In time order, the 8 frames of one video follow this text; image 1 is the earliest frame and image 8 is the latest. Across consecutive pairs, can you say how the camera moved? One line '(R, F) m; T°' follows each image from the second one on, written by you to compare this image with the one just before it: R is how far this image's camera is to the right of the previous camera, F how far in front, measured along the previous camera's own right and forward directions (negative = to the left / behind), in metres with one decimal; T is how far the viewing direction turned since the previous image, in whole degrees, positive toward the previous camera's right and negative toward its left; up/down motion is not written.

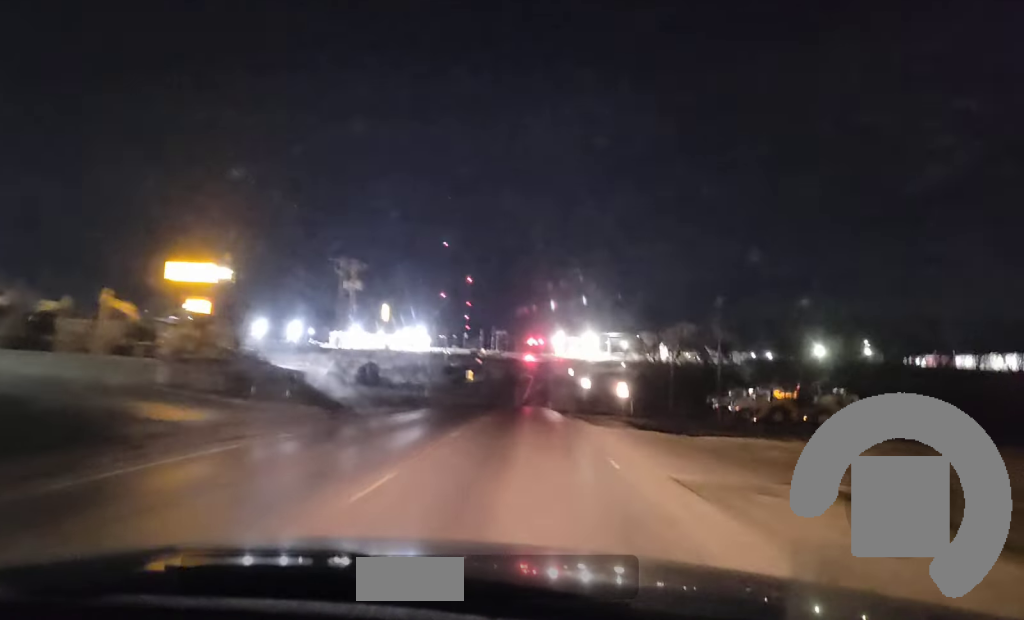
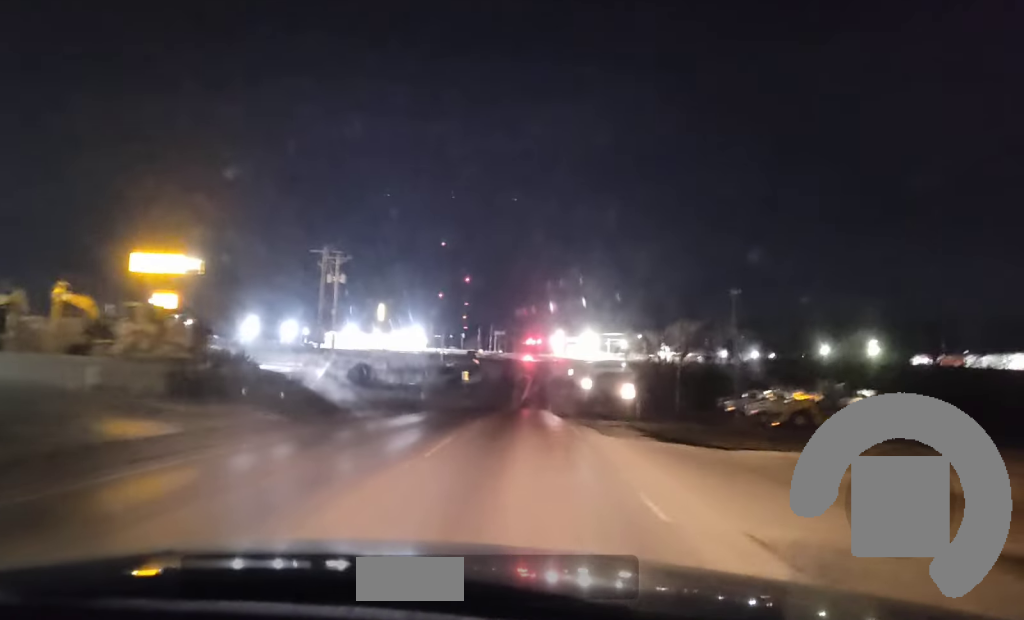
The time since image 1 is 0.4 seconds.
(-0.2, +6.2) m; 0°
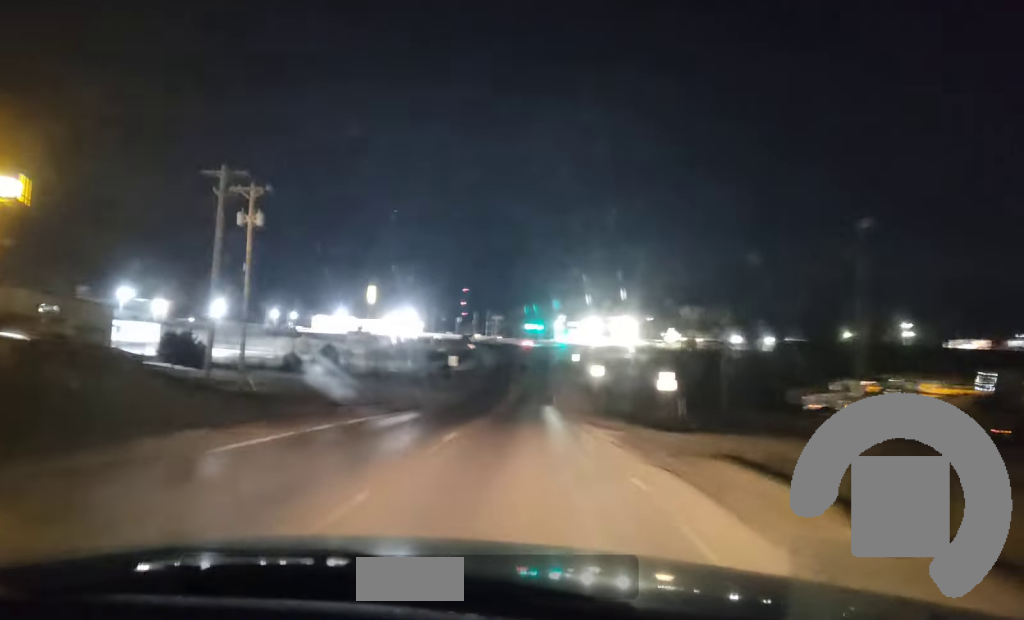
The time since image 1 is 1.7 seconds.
(+0.4, +20.2) m; 0°
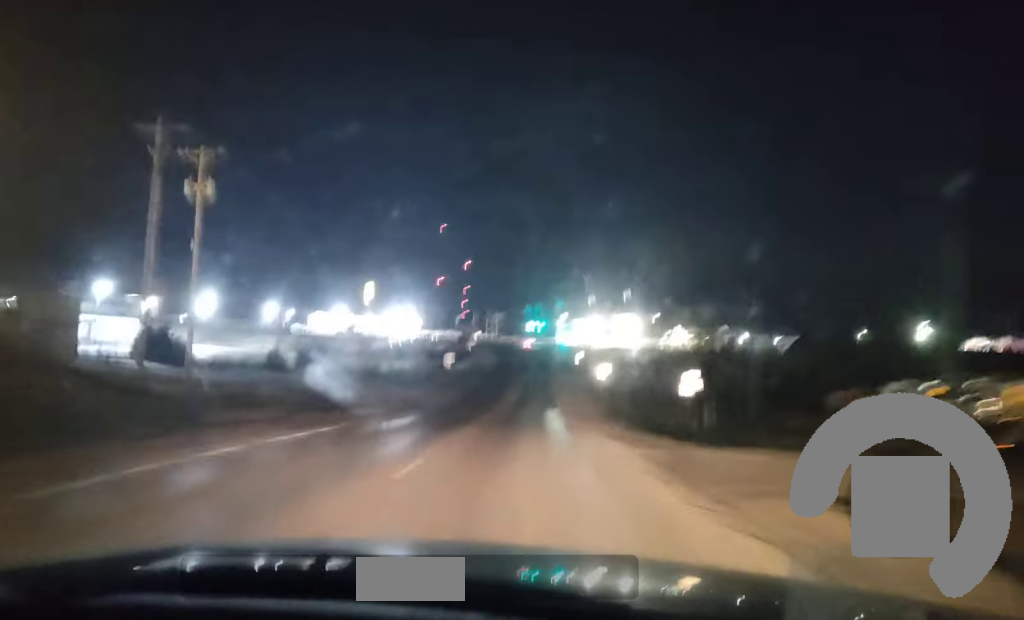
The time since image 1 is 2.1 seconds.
(-0.1, +7.0) m; 0°
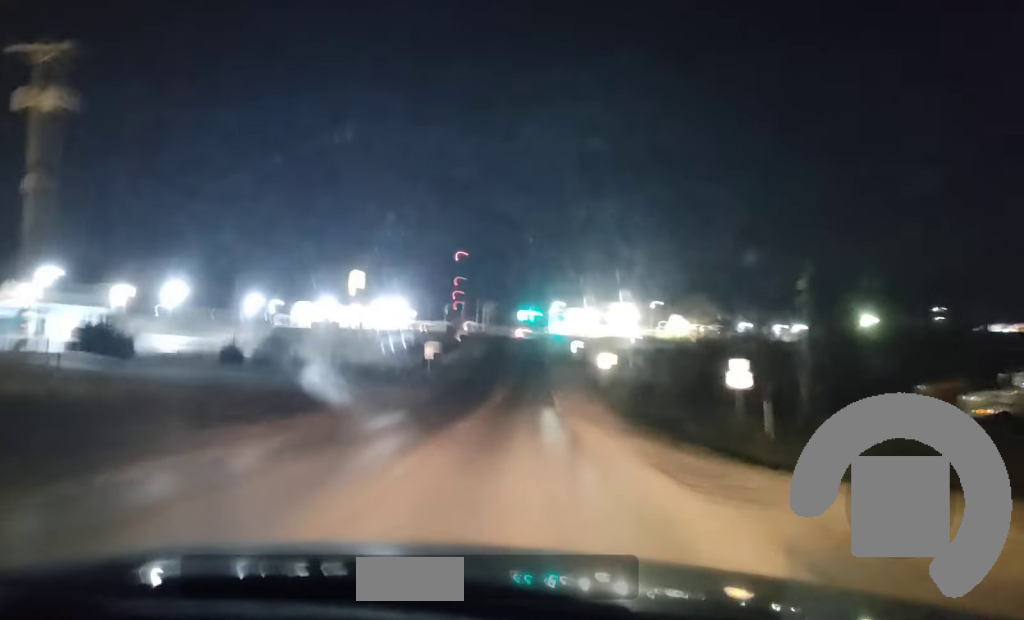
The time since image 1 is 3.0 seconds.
(0.0, +12.6) m; 0°
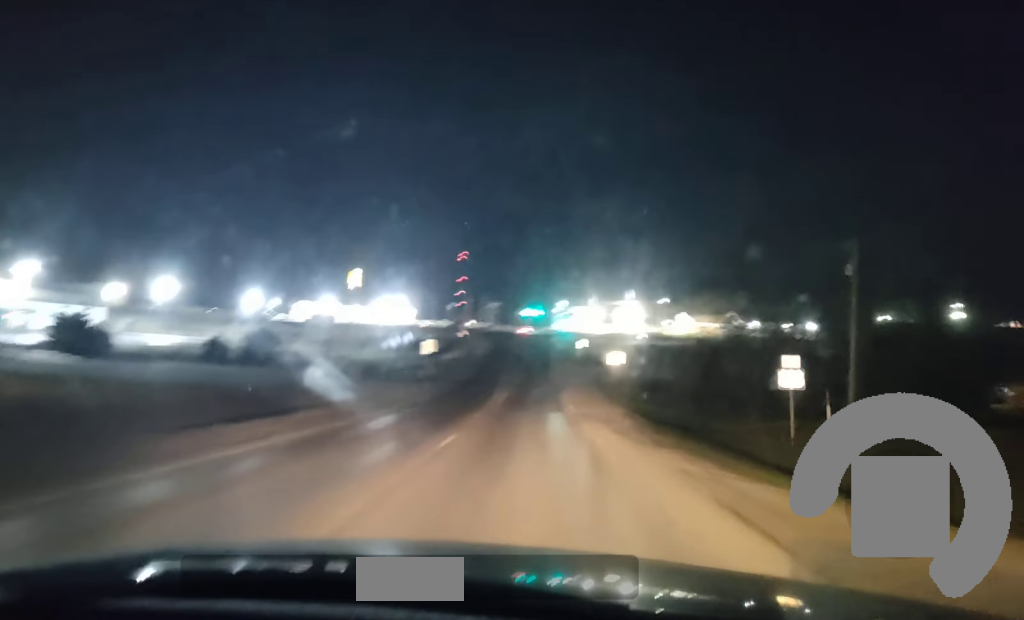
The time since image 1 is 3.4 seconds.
(0.0, +6.3) m; 0°
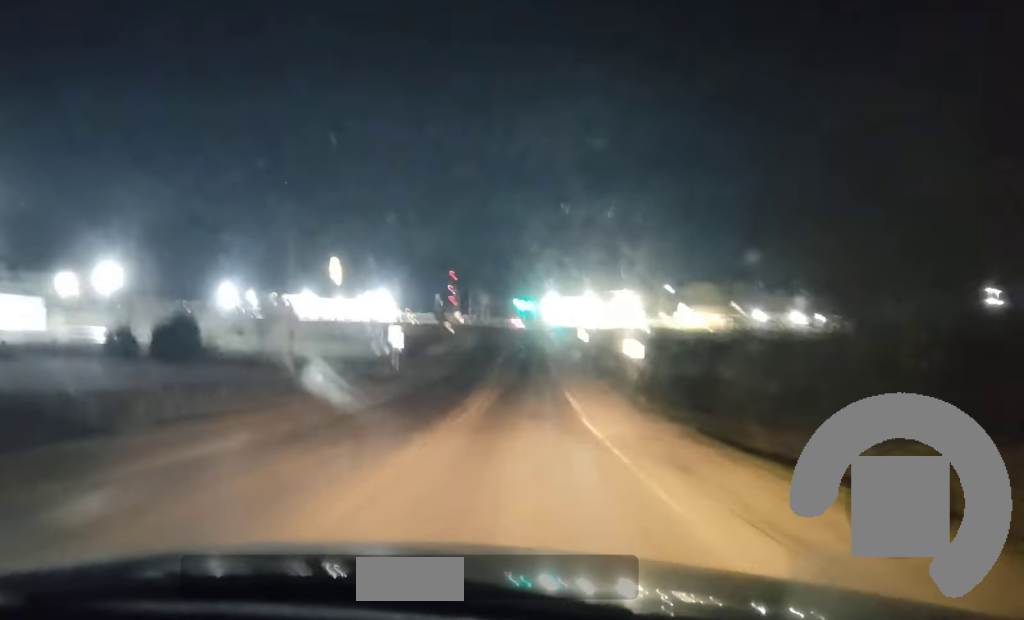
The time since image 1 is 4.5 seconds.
(0.0, +17.5) m; 0°
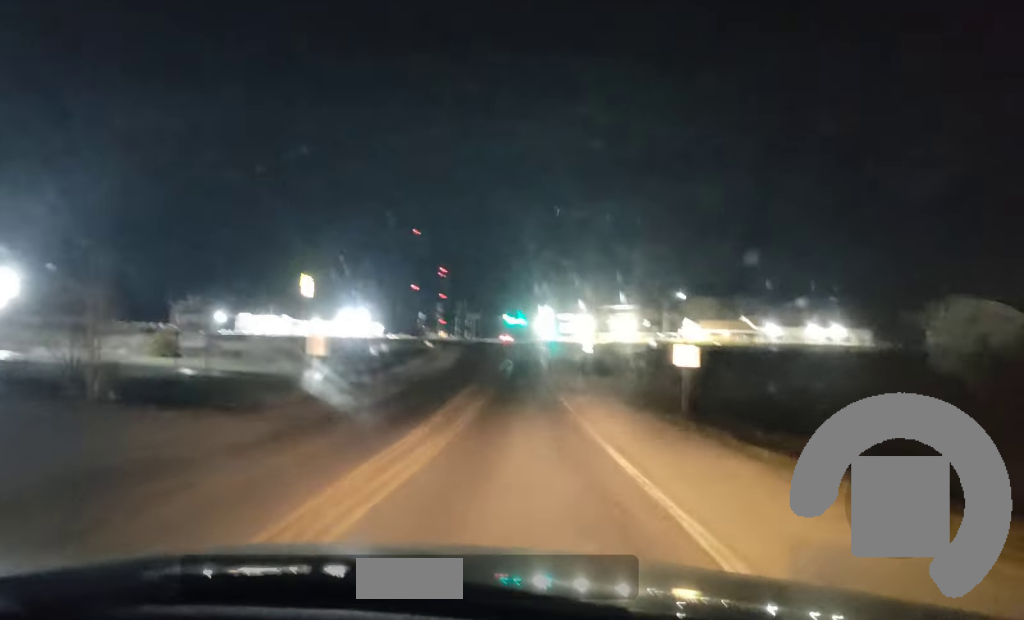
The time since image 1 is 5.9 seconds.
(+0.1, +23.2) m; +1°
